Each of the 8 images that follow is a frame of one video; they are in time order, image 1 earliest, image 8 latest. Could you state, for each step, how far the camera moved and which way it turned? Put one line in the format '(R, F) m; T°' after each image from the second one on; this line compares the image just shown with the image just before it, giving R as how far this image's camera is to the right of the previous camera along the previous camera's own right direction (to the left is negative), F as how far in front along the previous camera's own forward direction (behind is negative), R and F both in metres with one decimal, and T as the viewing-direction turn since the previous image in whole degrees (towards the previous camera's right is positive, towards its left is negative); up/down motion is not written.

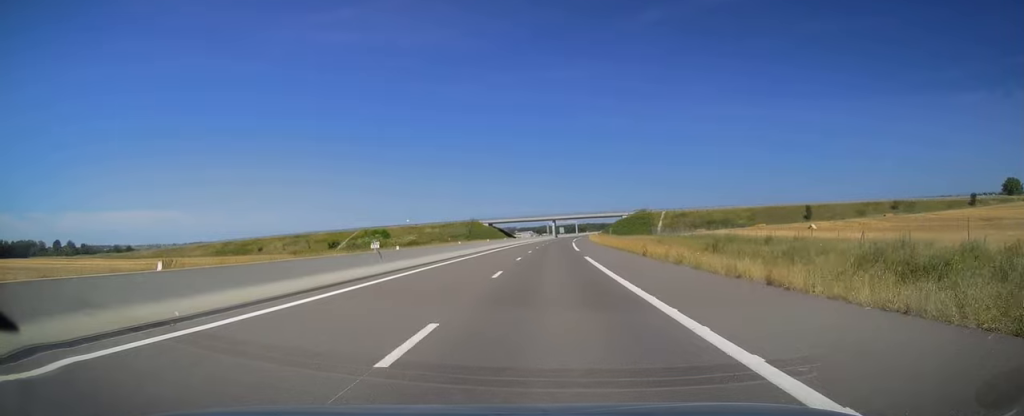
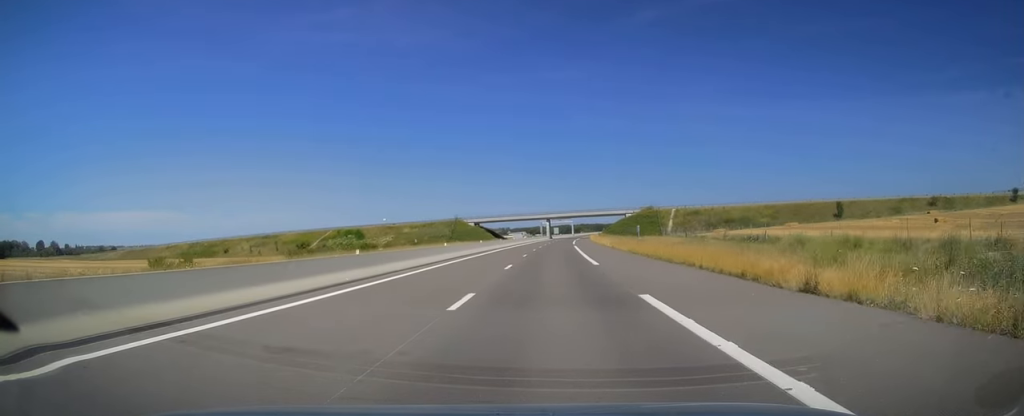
(-0.3, +21.1) m; 0°
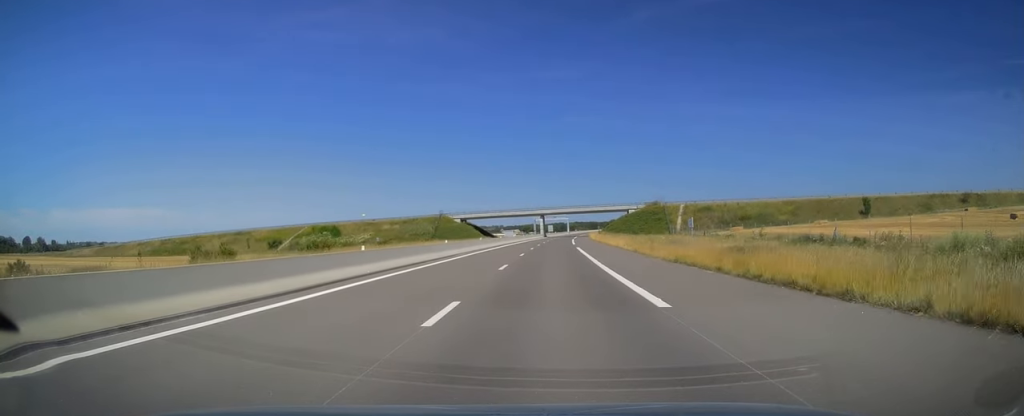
(0.0, +15.2) m; +1°
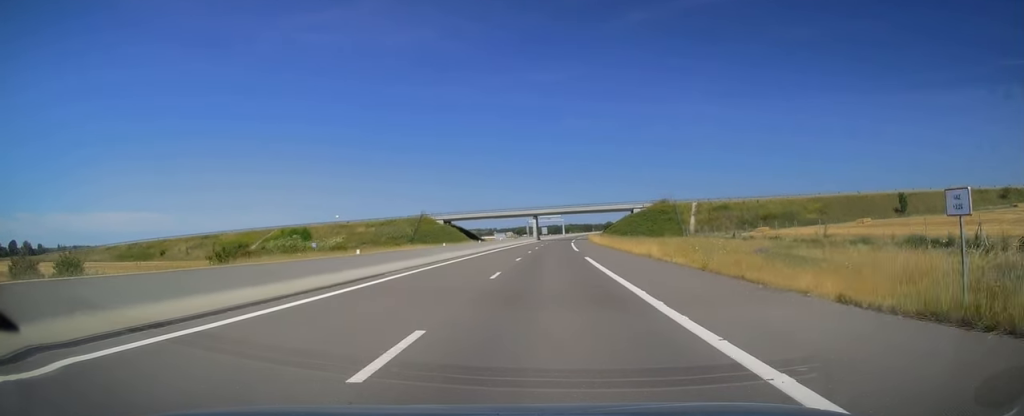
(+0.1, +16.2) m; +1°
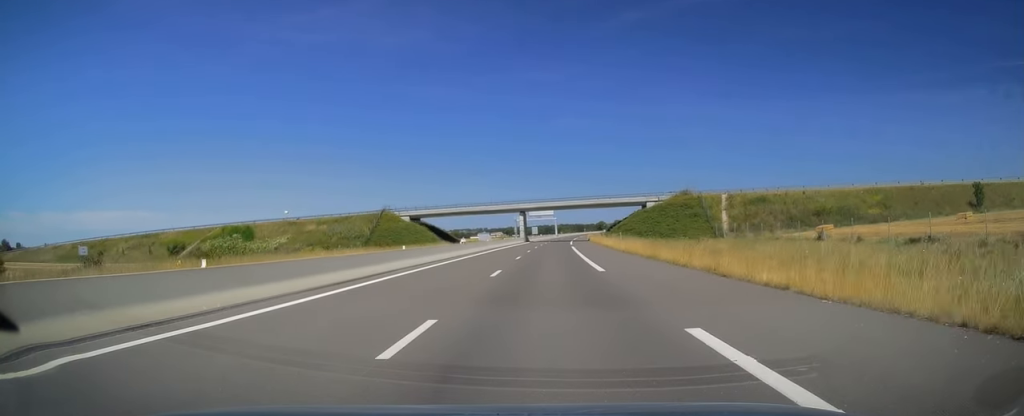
(+0.4, +25.0) m; +1°
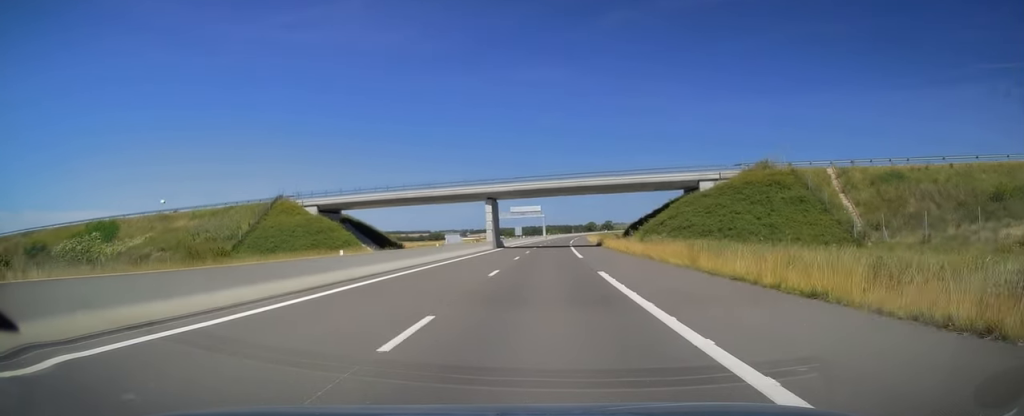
(+0.3, +39.3) m; +1°
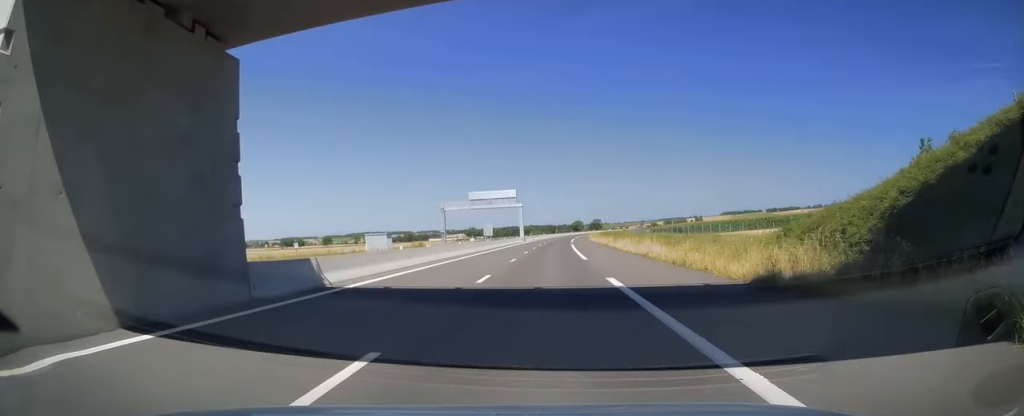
(+0.8, +55.4) m; +2°
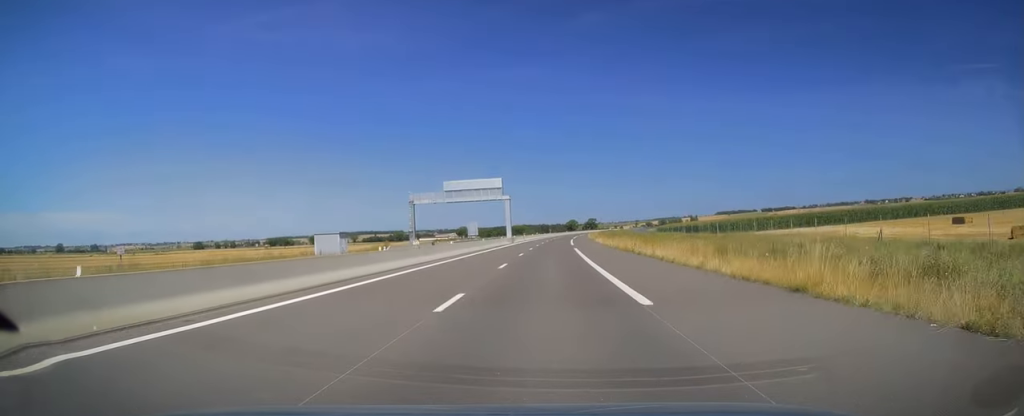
(+0.3, +19.1) m; +1°
